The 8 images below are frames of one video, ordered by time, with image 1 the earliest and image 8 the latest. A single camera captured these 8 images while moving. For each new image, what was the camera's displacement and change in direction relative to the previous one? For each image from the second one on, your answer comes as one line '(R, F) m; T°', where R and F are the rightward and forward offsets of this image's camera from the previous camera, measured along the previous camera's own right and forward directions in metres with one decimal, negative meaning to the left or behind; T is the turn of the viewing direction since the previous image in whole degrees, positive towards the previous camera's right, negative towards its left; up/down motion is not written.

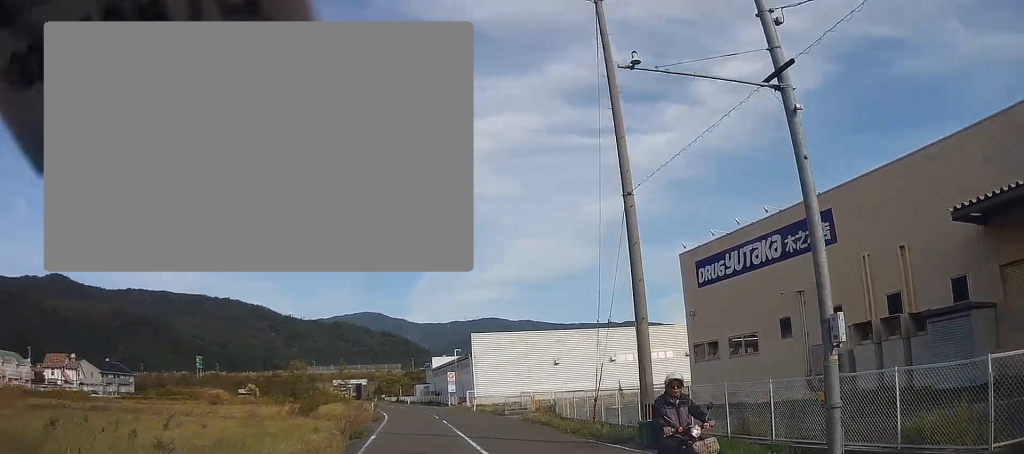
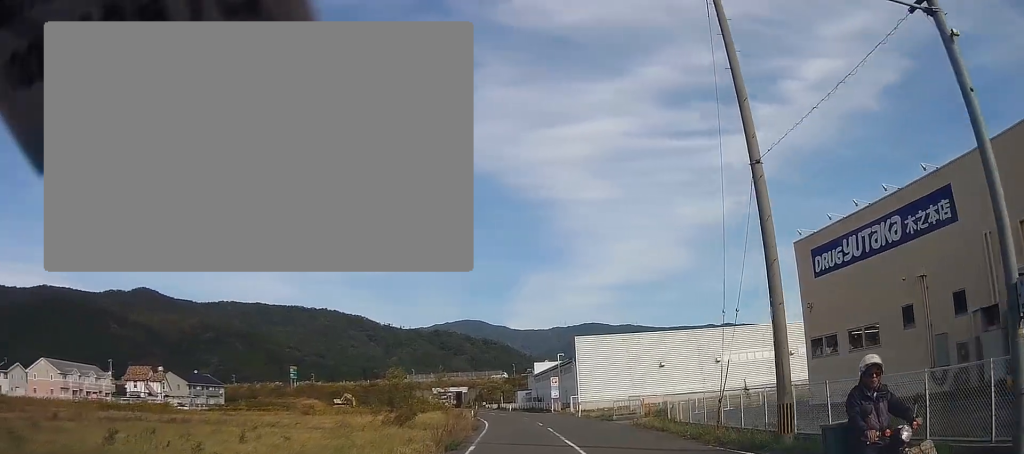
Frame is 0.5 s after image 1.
(0.0, +15.1) m; 0°
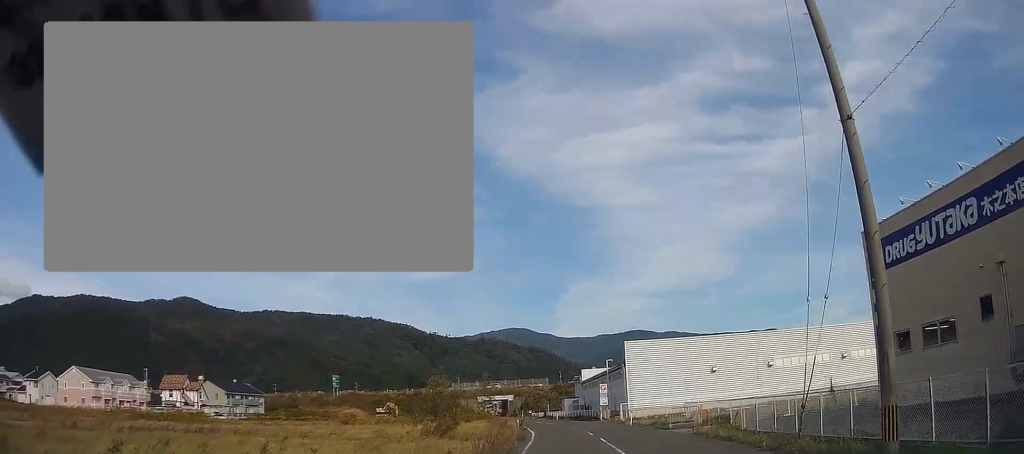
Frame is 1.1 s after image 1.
(0.0, +13.7) m; -1°
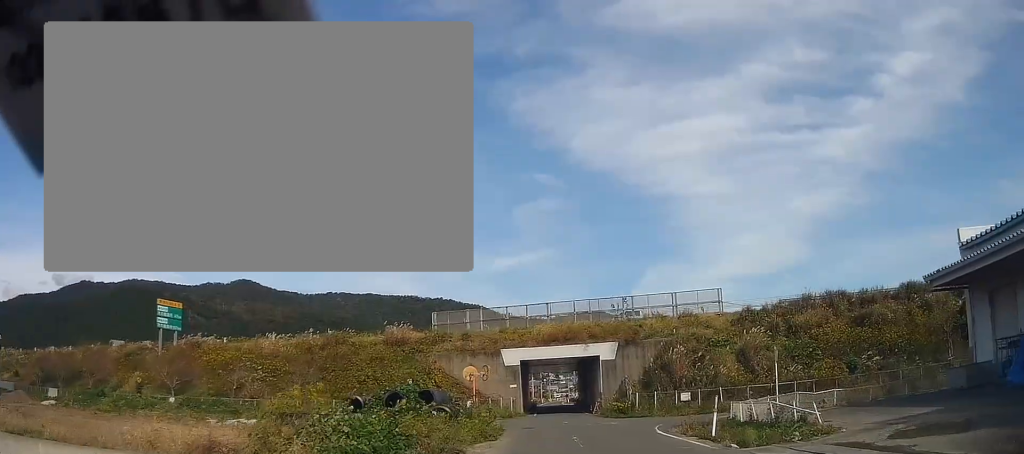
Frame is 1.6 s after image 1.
(0.0, +11.6) m; -1°
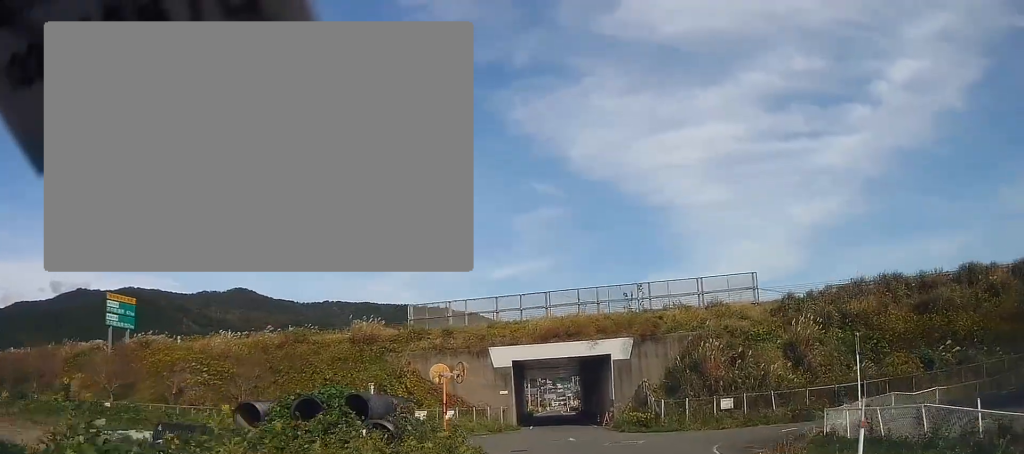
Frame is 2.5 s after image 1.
(-0.3, +17.4) m; -3°
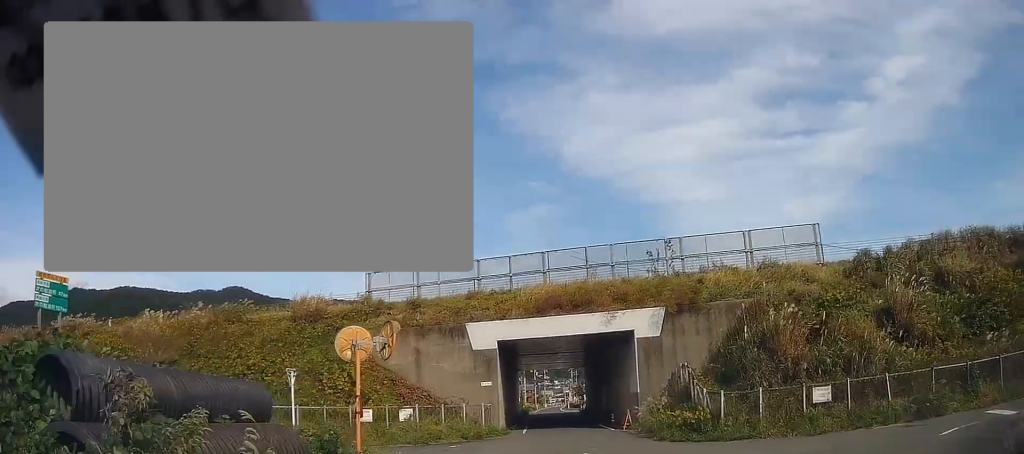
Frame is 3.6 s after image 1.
(-0.7, +16.2) m; -2°
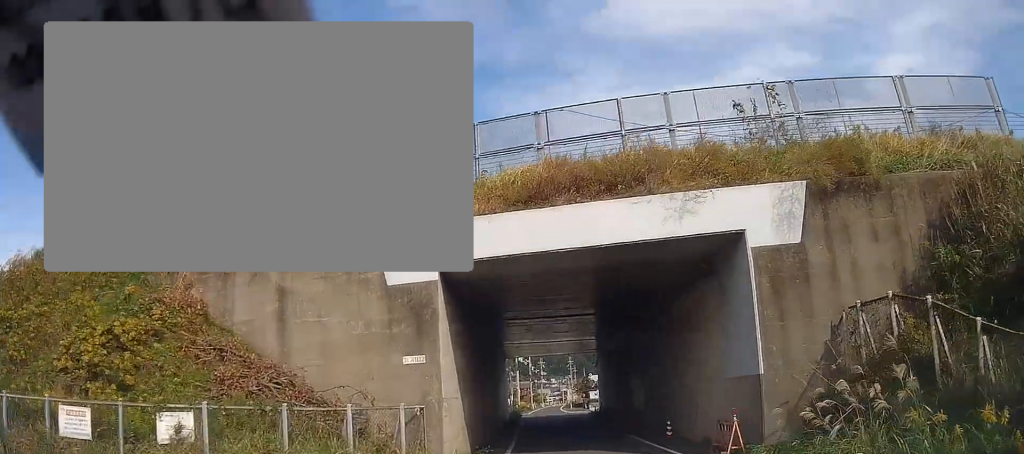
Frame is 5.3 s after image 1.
(+0.3, +21.6) m; 0°
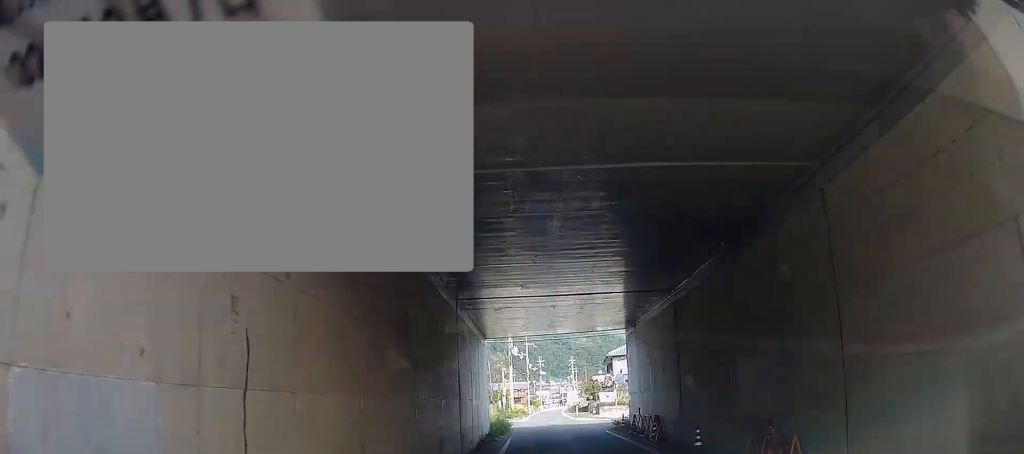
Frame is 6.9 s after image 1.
(-0.6, +18.6) m; -2°
